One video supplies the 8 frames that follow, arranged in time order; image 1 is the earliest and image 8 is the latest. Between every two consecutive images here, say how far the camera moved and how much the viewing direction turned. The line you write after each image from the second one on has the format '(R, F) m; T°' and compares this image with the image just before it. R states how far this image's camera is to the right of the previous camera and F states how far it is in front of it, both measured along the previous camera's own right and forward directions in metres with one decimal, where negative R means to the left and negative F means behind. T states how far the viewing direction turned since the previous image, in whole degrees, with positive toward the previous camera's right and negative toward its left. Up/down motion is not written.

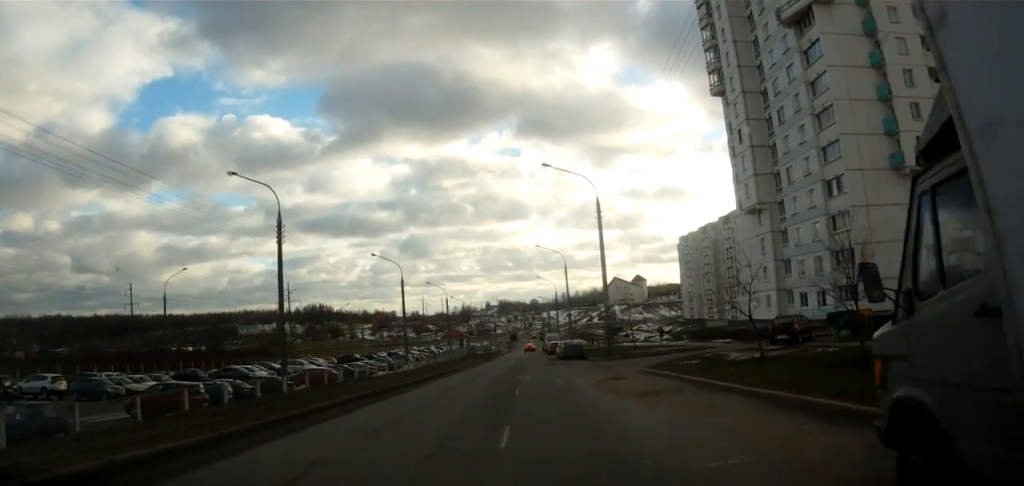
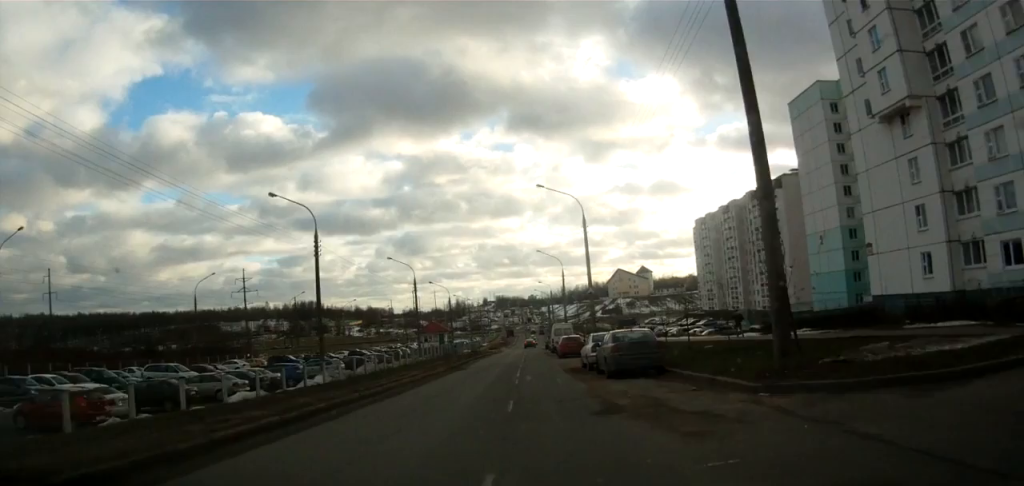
(-0.2, +27.2) m; -1°
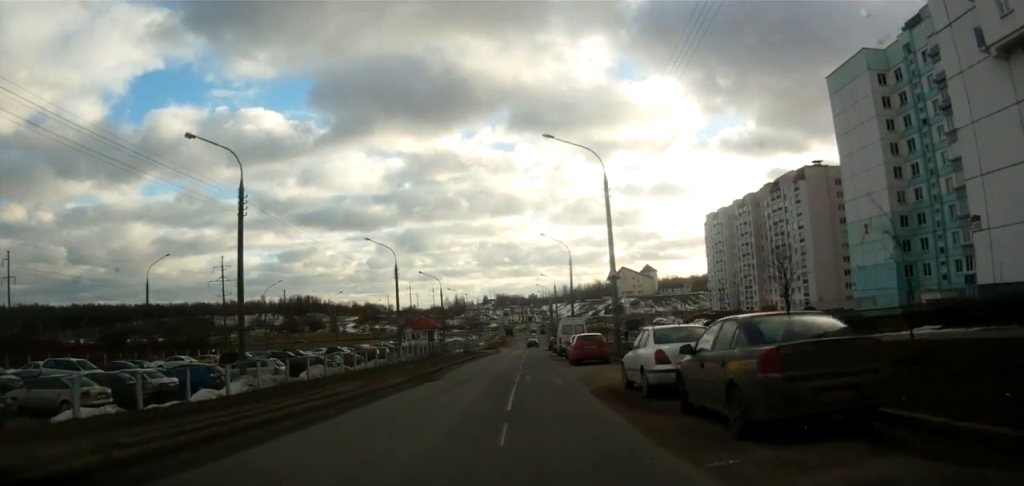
(0.0, +11.8) m; 0°
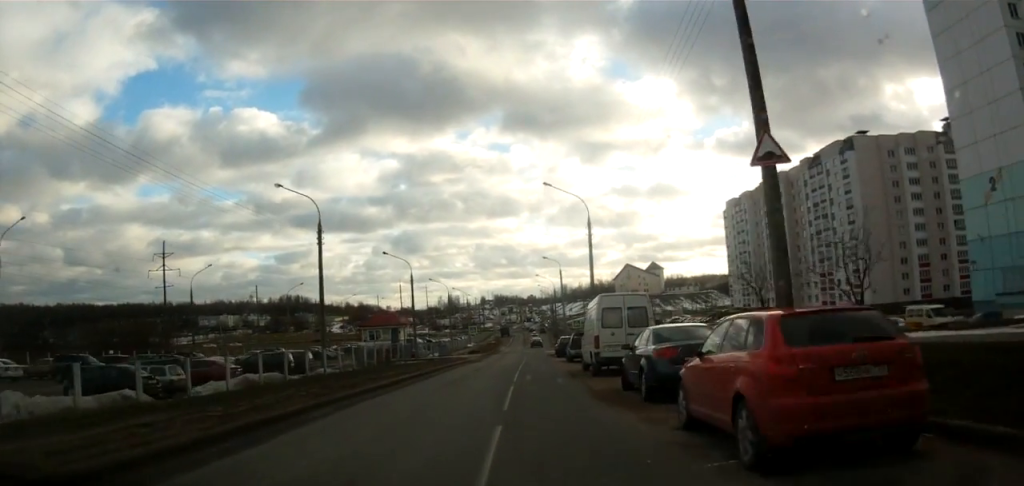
(0.0, +23.9) m; 0°
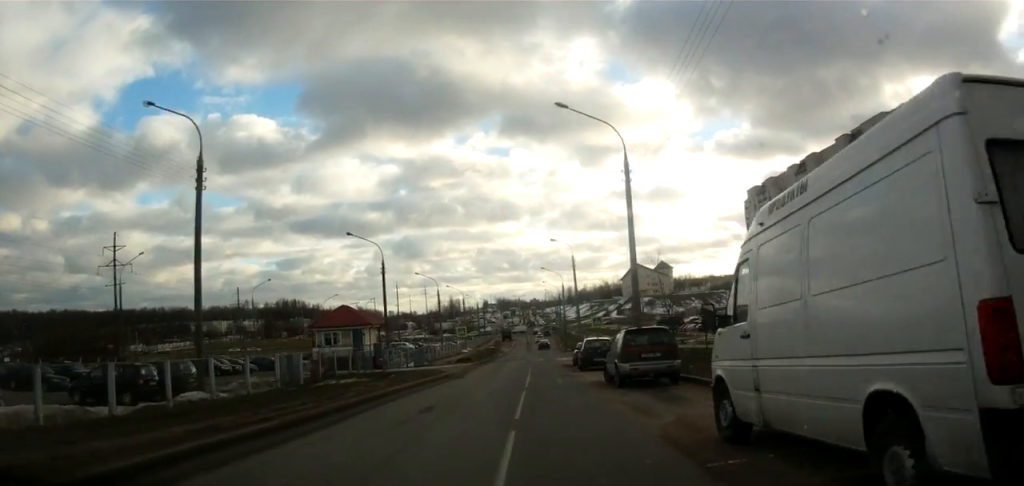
(0.0, +16.4) m; 0°
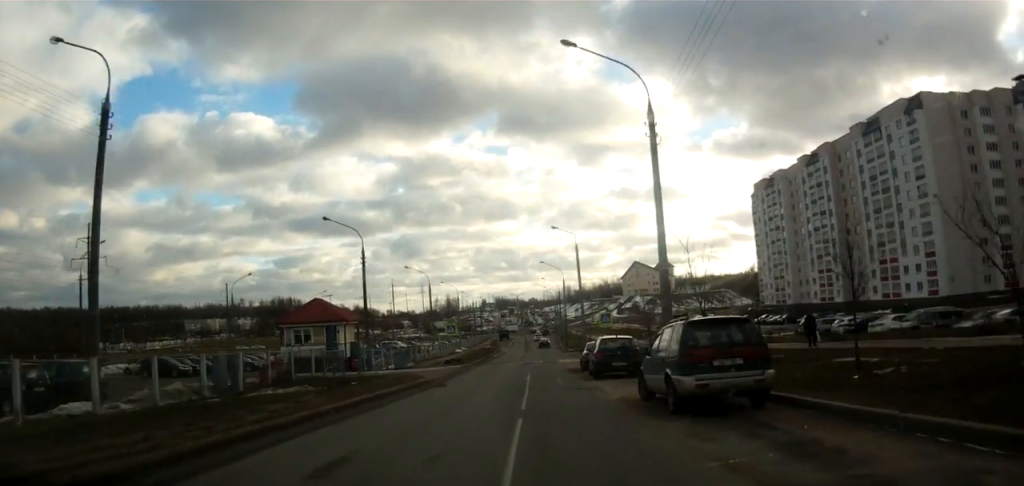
(0.0, +6.5) m; 0°
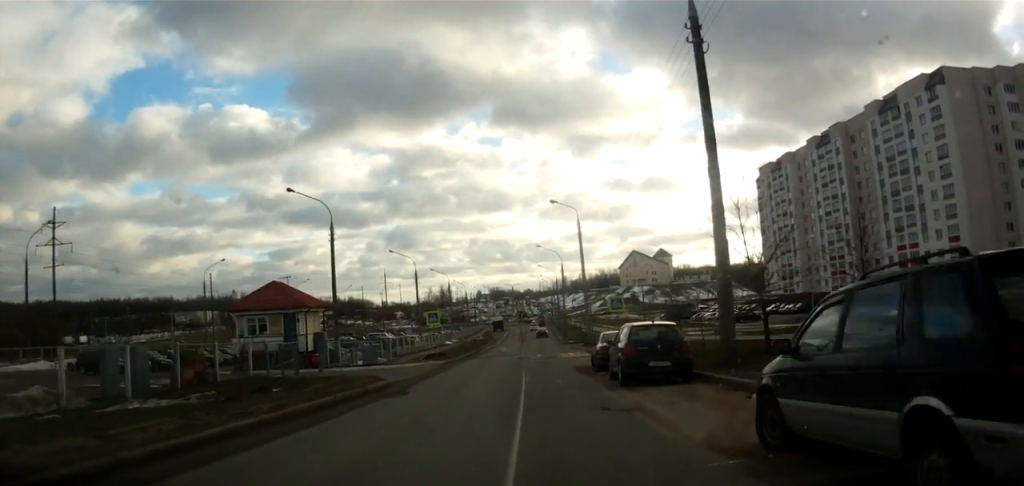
(+0.1, +6.8) m; -1°
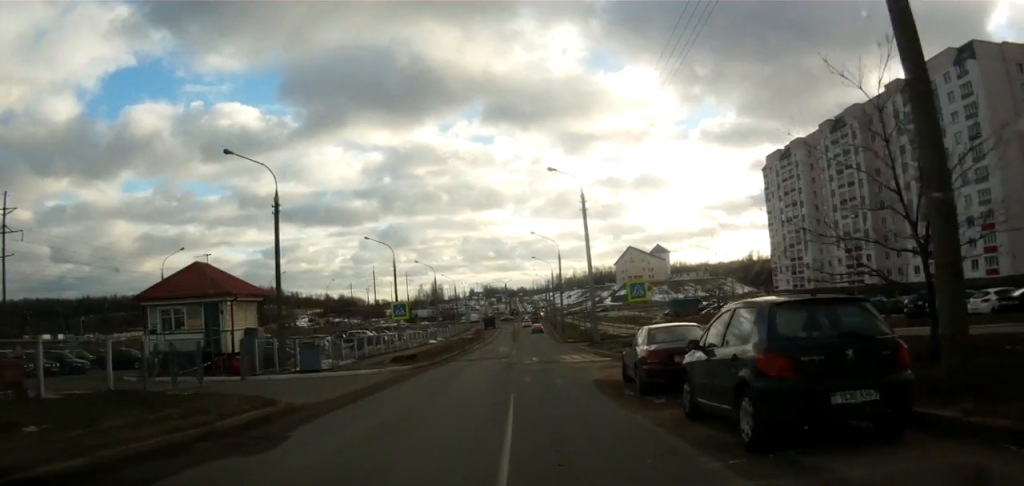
(-0.1, +8.6) m; 0°
